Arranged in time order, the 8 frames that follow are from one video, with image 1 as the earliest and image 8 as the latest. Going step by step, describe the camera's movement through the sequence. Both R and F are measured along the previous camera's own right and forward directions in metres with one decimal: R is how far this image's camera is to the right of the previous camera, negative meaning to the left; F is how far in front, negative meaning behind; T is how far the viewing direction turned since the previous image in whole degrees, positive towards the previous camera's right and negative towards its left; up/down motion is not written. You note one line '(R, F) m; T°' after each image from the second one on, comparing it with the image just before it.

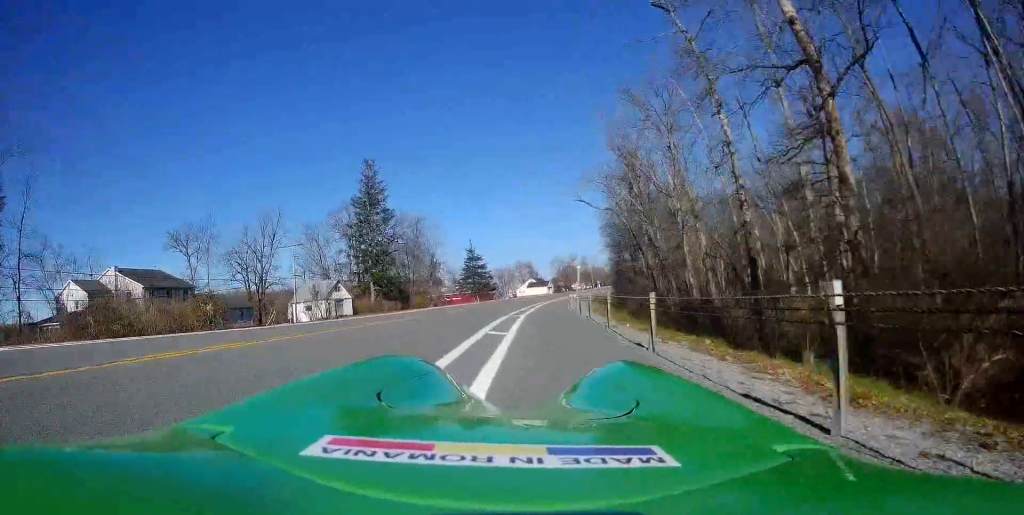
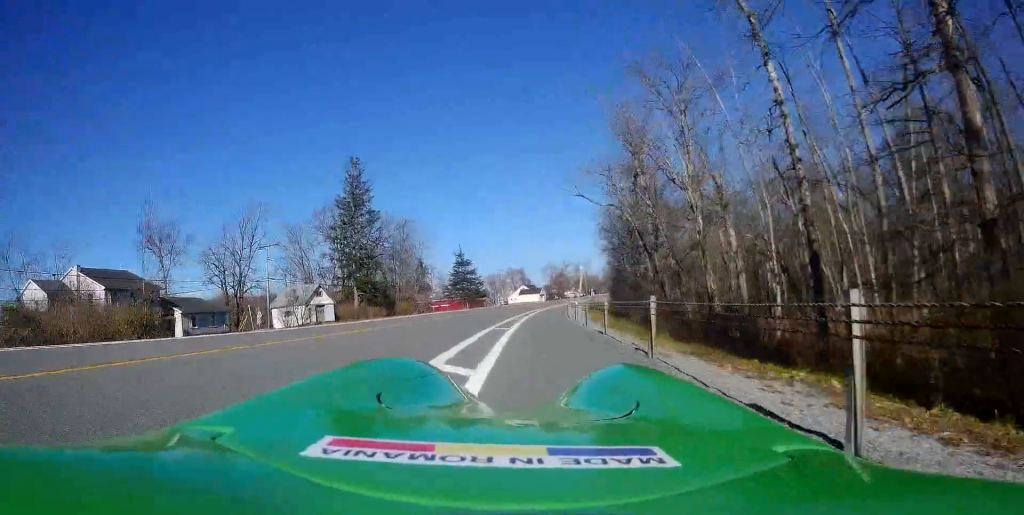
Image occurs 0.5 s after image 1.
(-0.1, +5.3) m; +1°
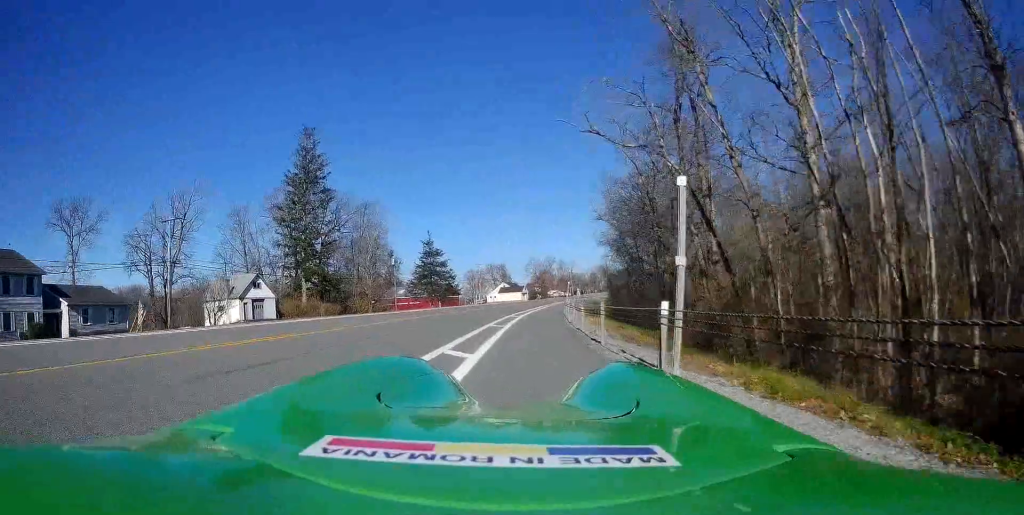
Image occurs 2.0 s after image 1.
(+0.2, +16.0) m; -1°
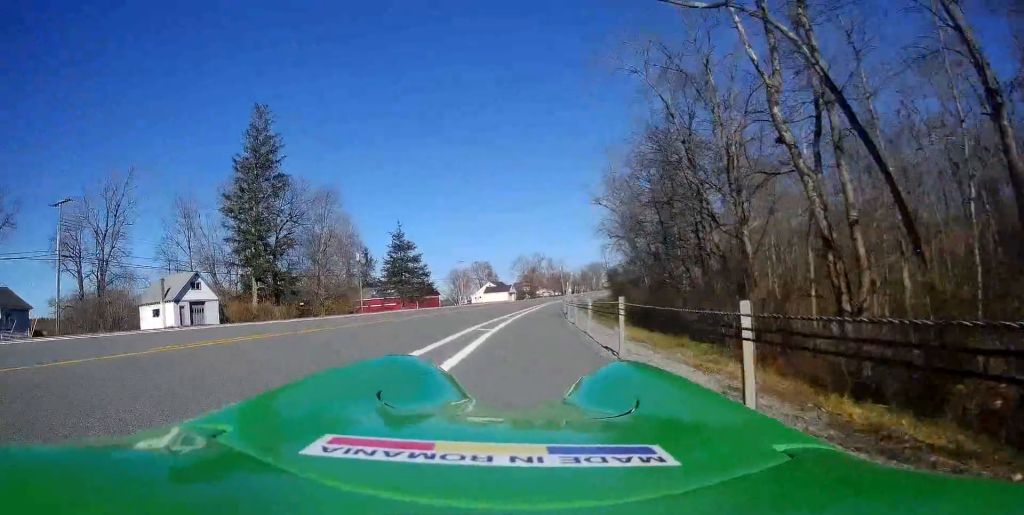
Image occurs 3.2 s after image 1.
(-0.2, +12.4) m; +1°
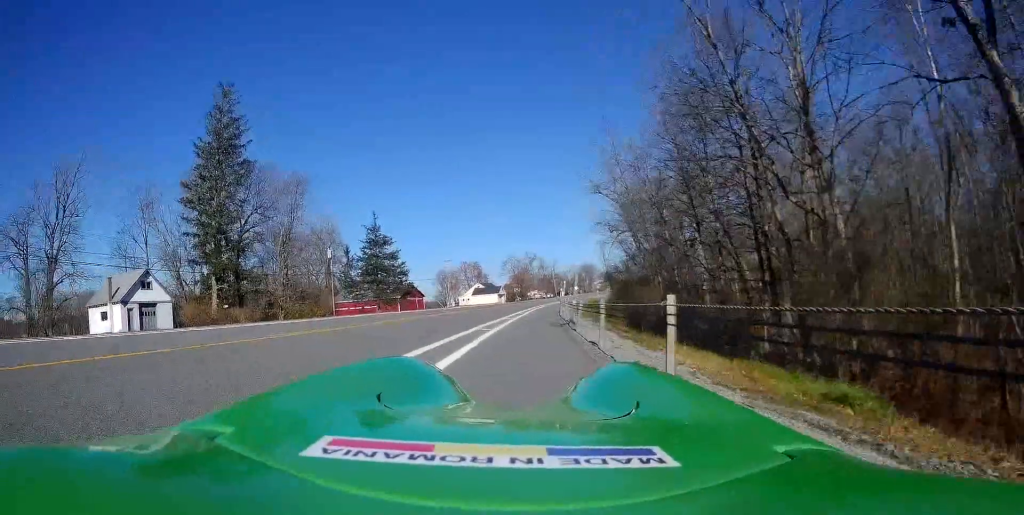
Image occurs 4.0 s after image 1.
(+0.2, +7.7) m; +2°
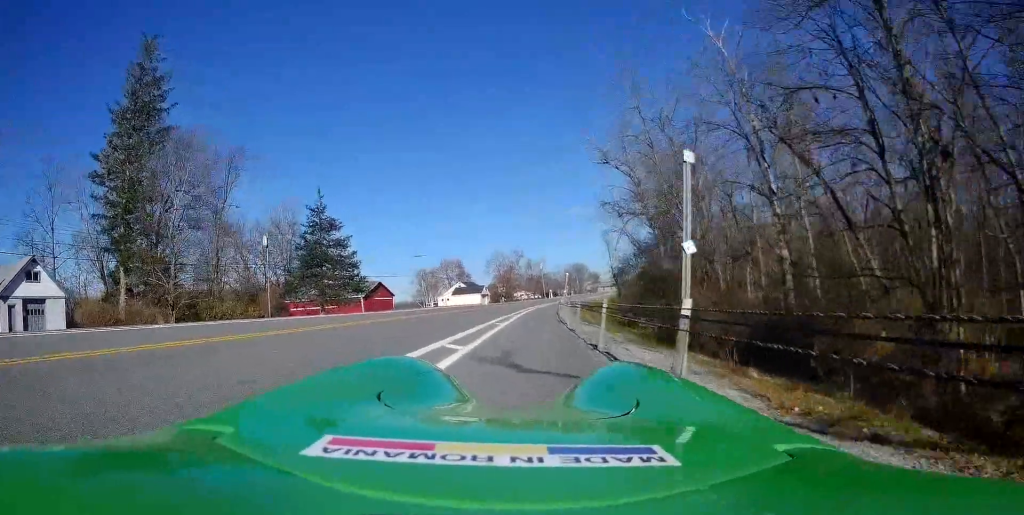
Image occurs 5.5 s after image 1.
(+0.2, +15.0) m; +3°
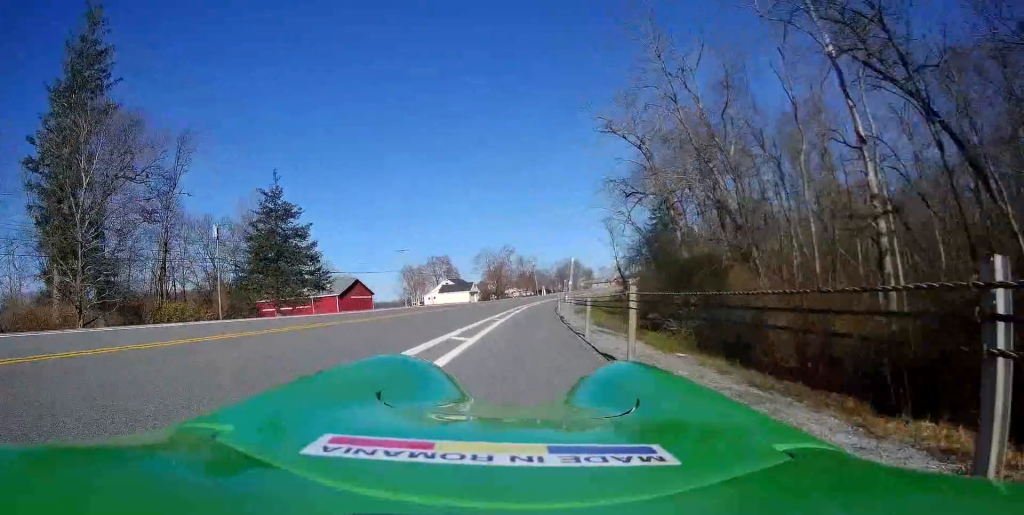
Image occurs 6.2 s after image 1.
(+0.3, +8.1) m; 0°
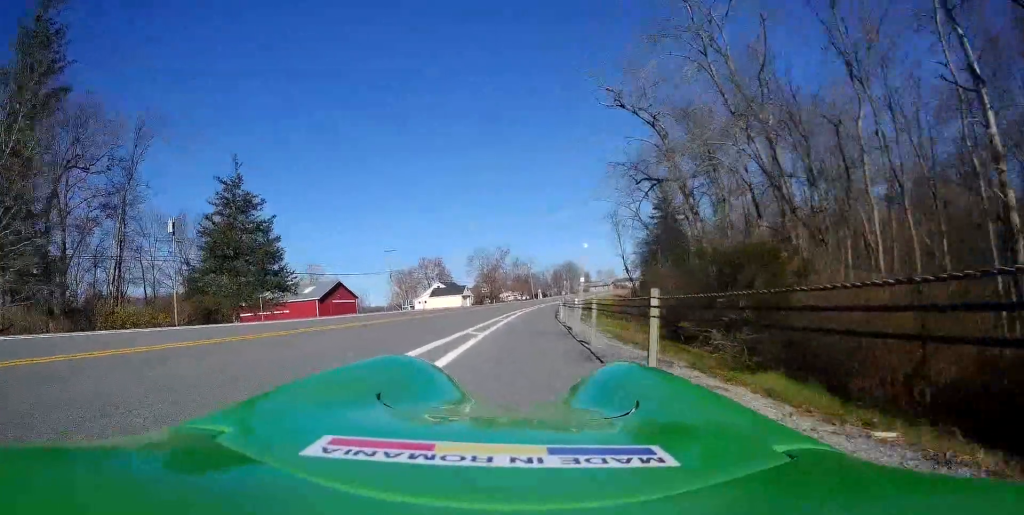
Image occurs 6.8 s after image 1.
(0.0, +5.9) m; 0°
